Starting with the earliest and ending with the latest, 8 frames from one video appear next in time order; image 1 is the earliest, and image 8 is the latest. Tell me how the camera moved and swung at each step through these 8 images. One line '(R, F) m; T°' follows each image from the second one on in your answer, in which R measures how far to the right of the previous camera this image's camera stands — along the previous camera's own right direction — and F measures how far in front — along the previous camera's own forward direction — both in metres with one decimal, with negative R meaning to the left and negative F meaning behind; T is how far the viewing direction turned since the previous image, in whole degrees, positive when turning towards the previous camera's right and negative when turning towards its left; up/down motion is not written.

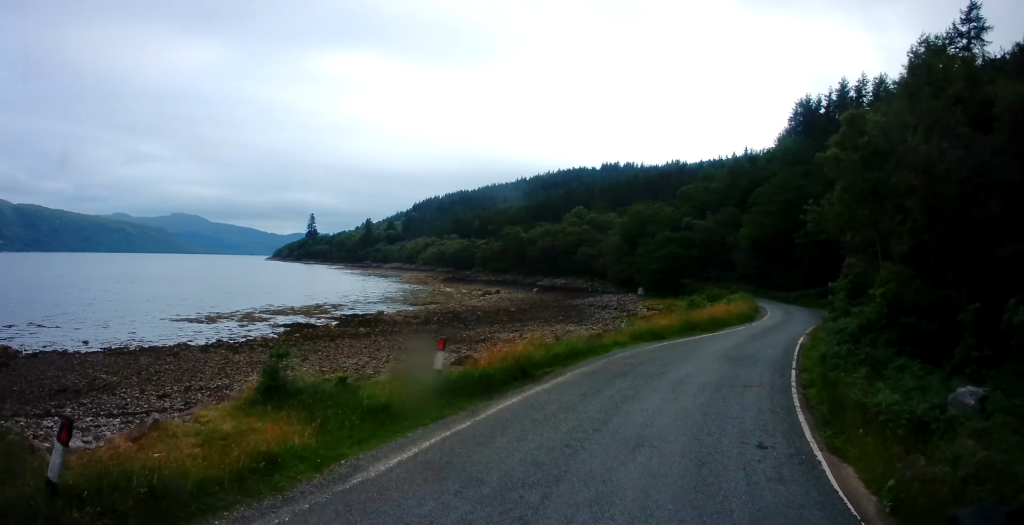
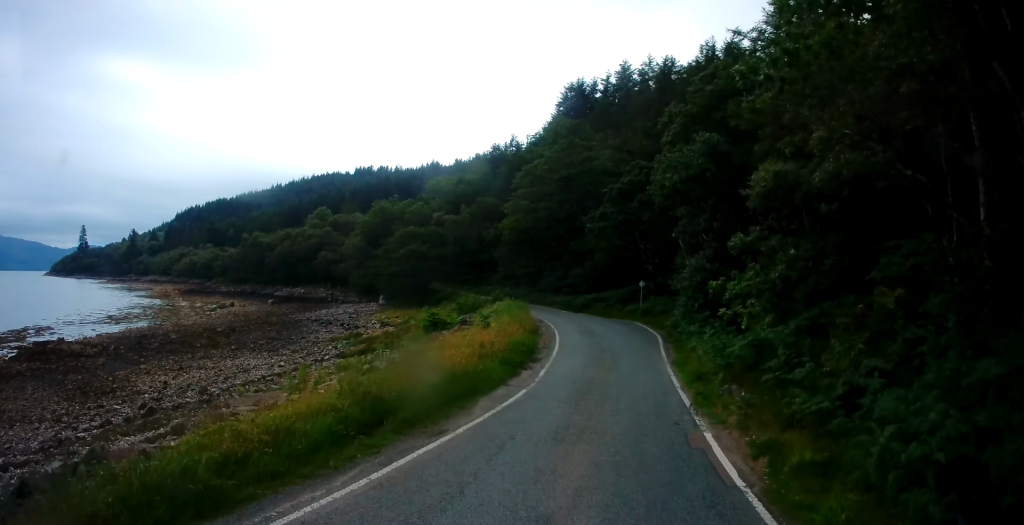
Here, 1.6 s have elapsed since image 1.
(+3.3, +13.9) m; +26°
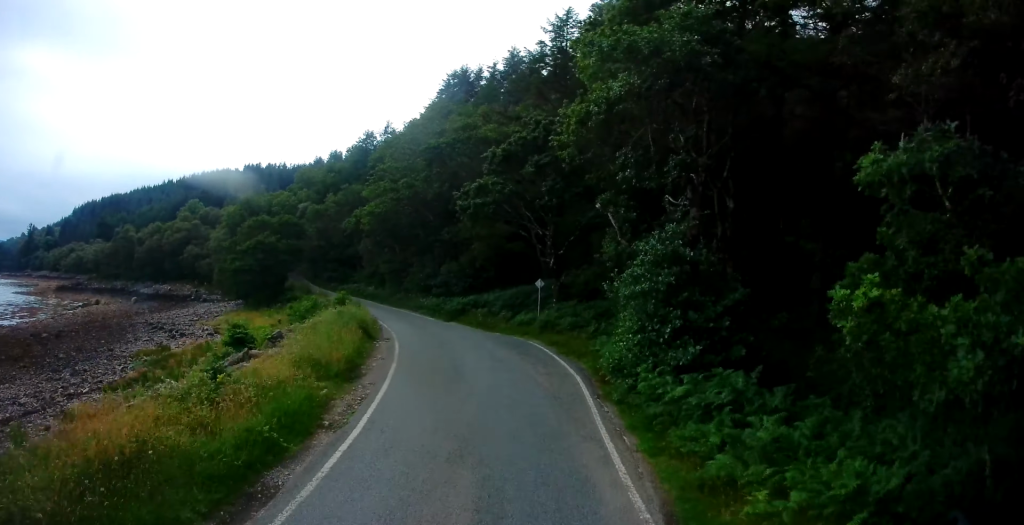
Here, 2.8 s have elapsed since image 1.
(+1.5, +10.3) m; +11°
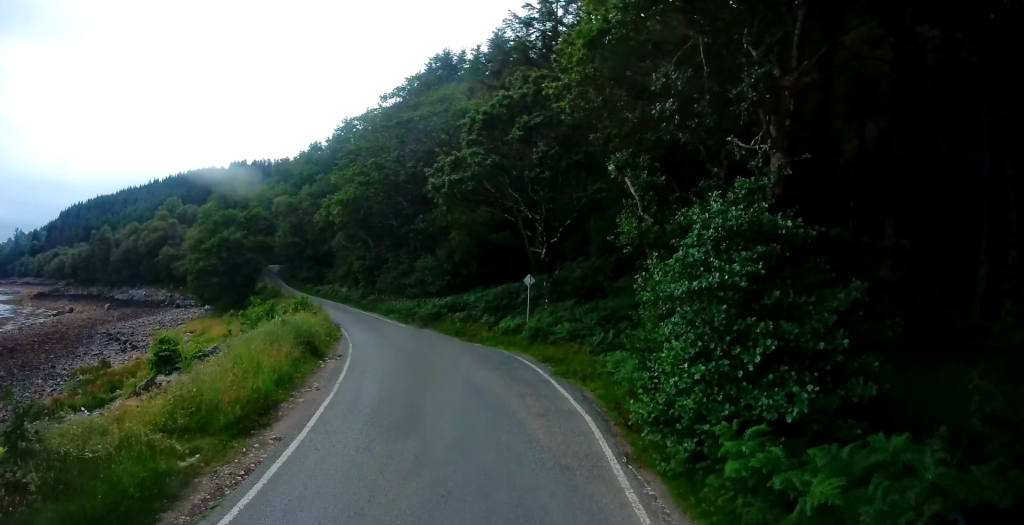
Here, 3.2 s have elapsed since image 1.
(+0.1, +4.1) m; +1°
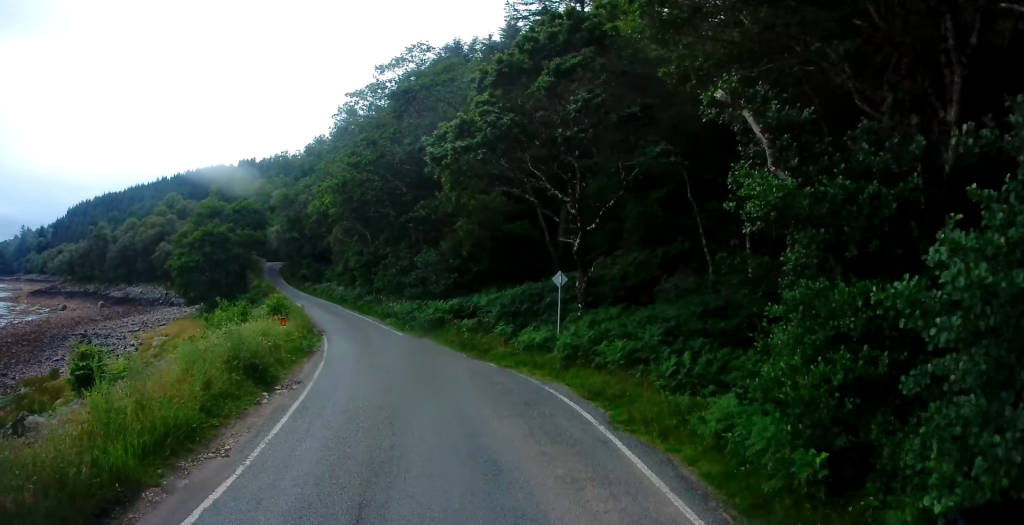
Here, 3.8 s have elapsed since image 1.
(0.0, +4.6) m; -2°
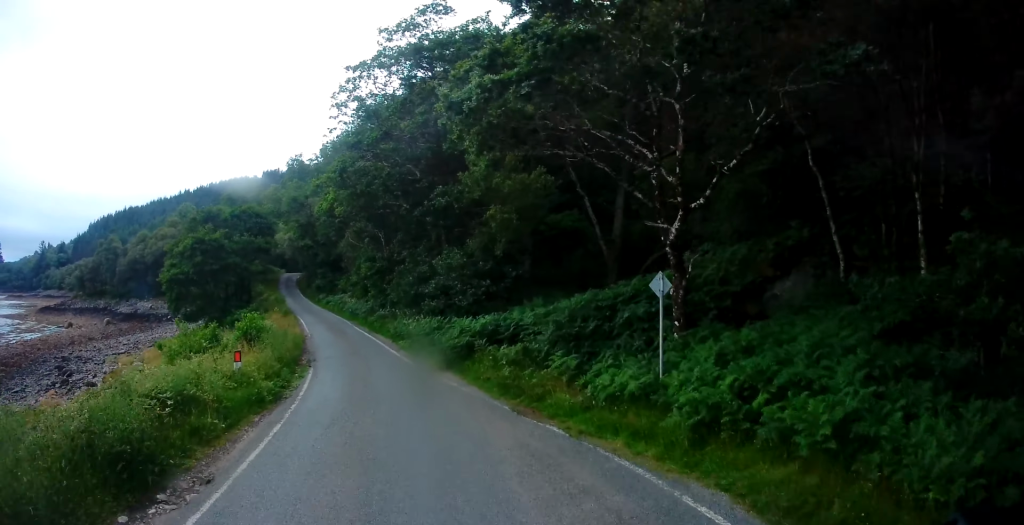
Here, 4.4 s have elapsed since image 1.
(0.0, +5.3) m; -3°
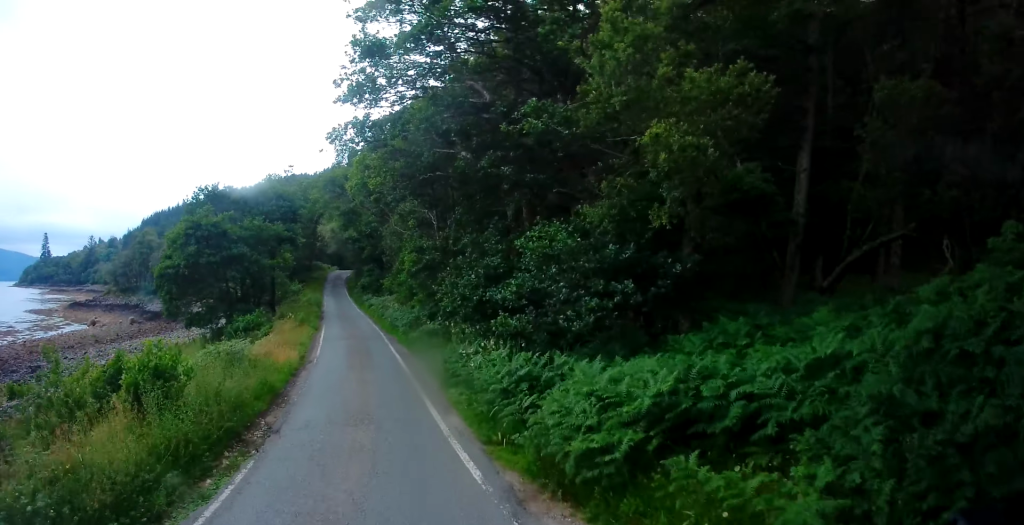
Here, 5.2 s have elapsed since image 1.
(-0.3, +8.1) m; -8°
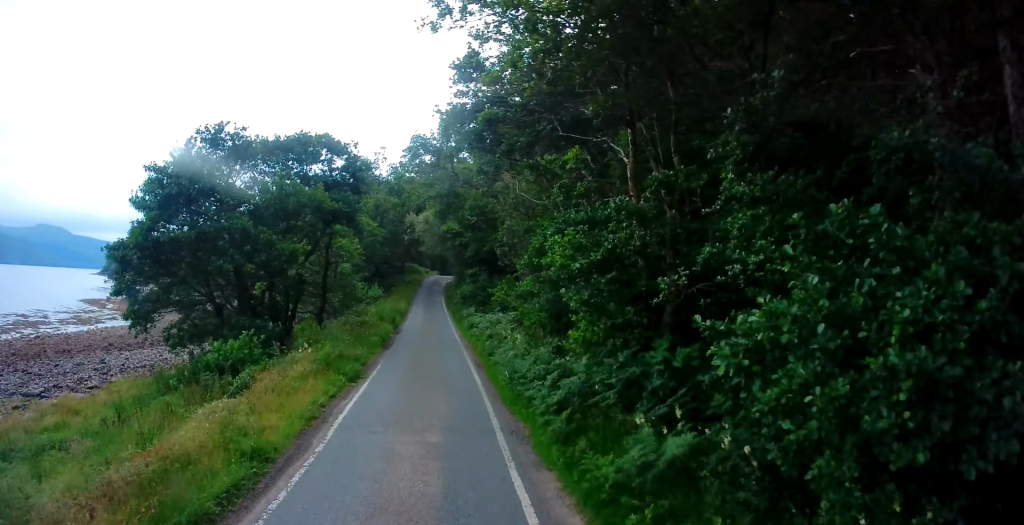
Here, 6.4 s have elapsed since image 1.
(-1.2, +11.6) m; -8°
